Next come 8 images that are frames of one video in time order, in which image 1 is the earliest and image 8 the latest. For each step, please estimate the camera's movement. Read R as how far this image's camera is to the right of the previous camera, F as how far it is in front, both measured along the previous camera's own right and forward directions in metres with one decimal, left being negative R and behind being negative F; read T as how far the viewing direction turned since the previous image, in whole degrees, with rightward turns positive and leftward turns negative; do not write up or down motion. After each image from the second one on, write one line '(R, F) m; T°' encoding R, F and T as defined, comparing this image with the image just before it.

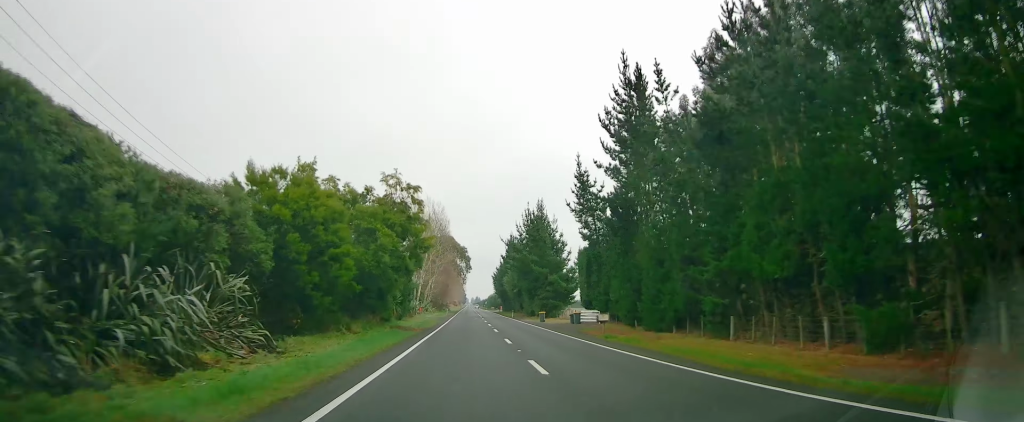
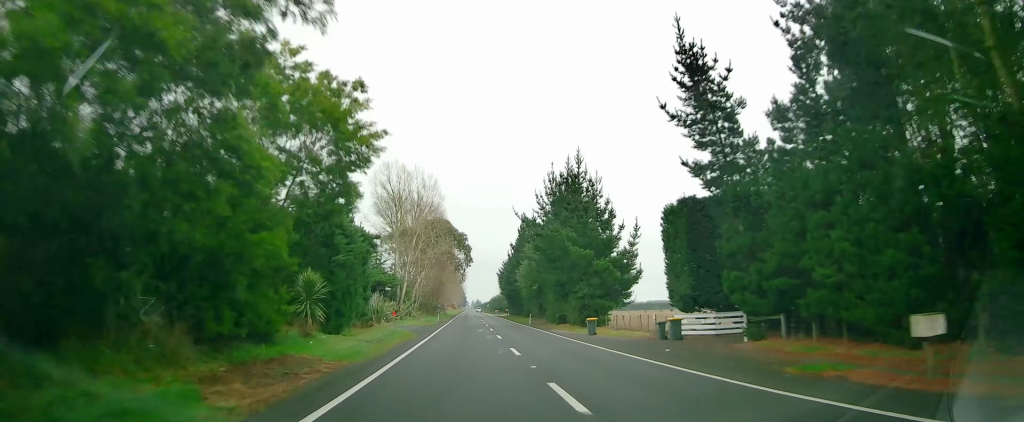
(0.0, +24.2) m; 0°
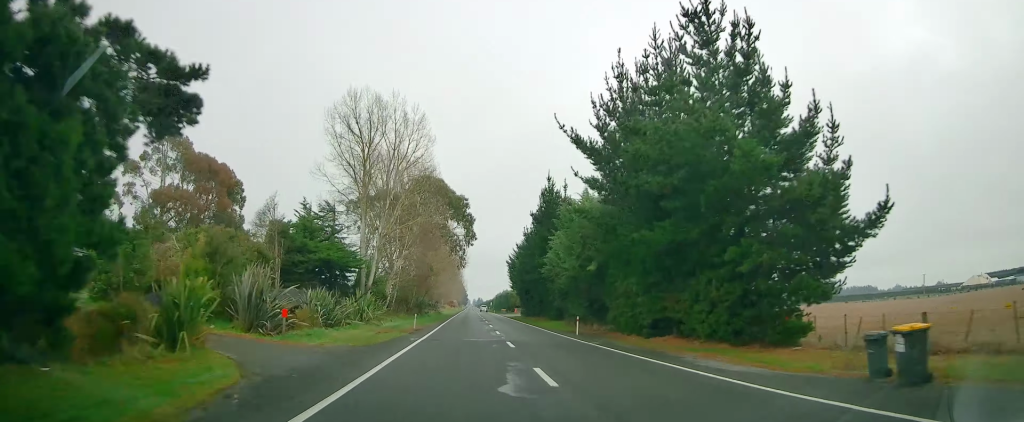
(0.0, +27.0) m; 0°
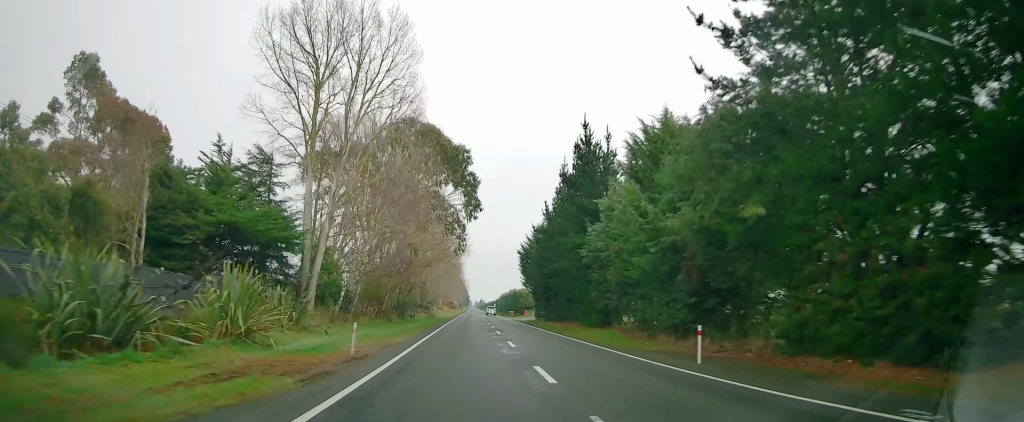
(0.0, +19.1) m; 0°
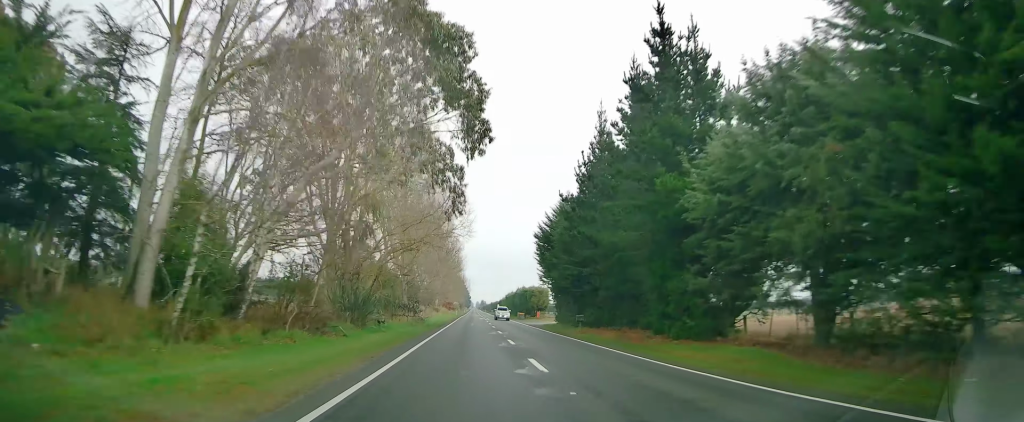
(0.0, +18.3) m; 0°
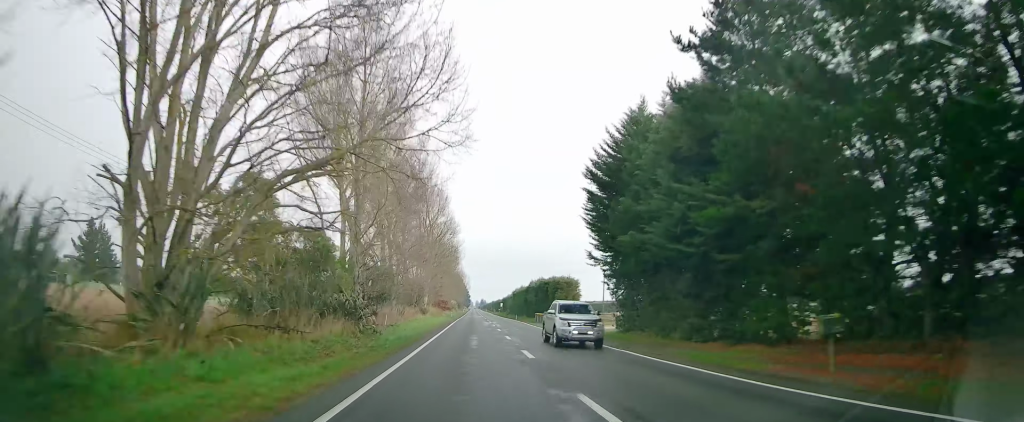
(+0.2, +26.7) m; -1°
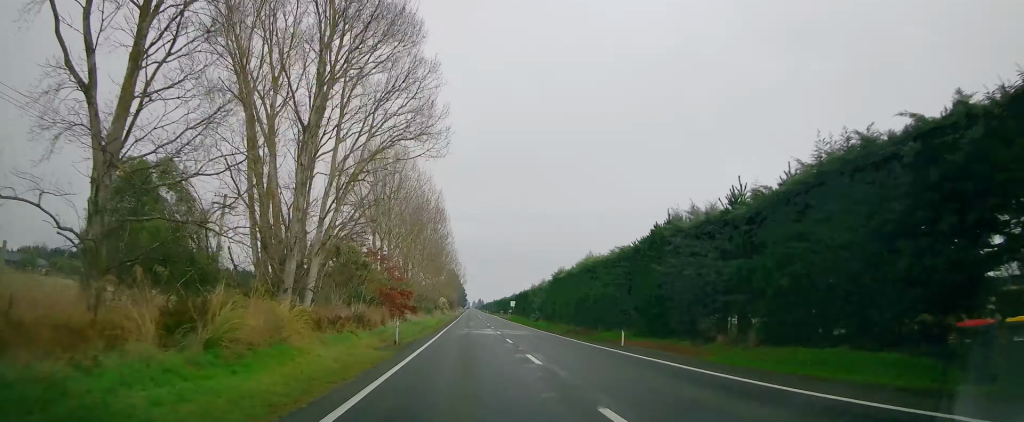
(+0.2, +61.6) m; 0°
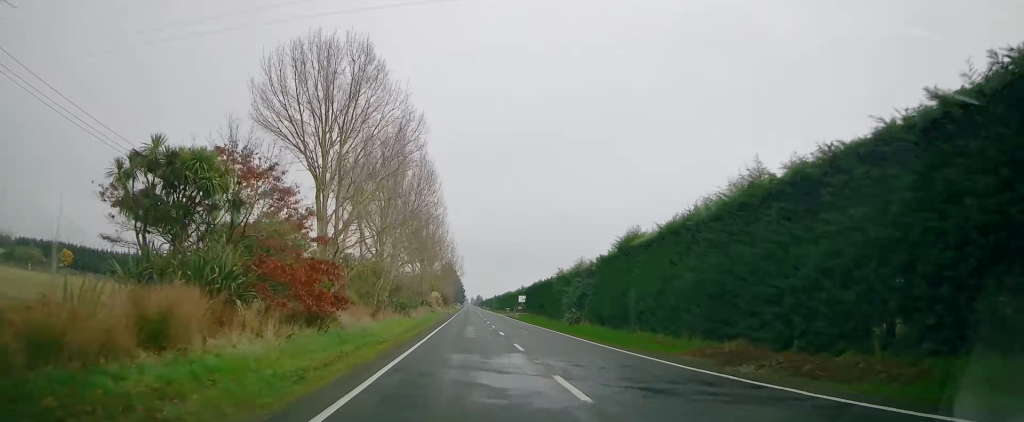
(-0.4, +26.0) m; -1°
